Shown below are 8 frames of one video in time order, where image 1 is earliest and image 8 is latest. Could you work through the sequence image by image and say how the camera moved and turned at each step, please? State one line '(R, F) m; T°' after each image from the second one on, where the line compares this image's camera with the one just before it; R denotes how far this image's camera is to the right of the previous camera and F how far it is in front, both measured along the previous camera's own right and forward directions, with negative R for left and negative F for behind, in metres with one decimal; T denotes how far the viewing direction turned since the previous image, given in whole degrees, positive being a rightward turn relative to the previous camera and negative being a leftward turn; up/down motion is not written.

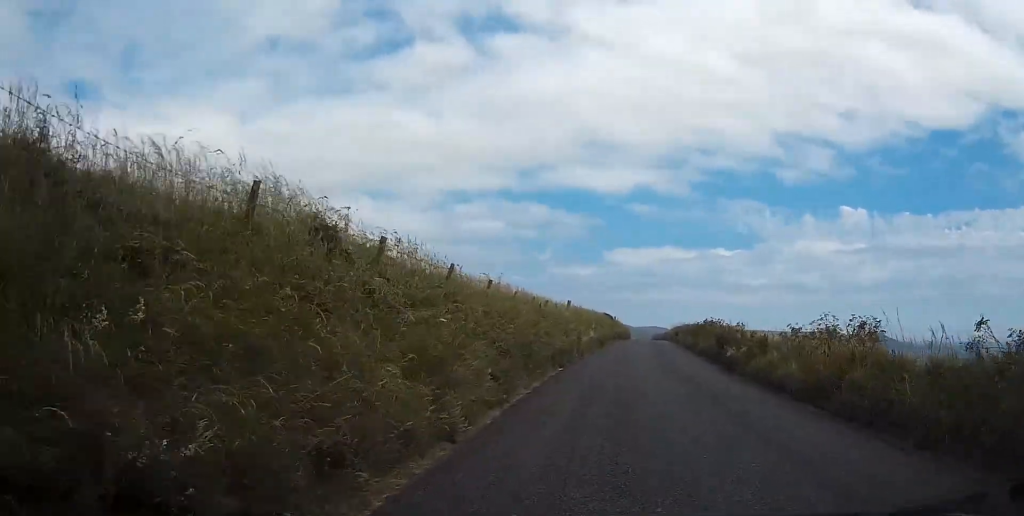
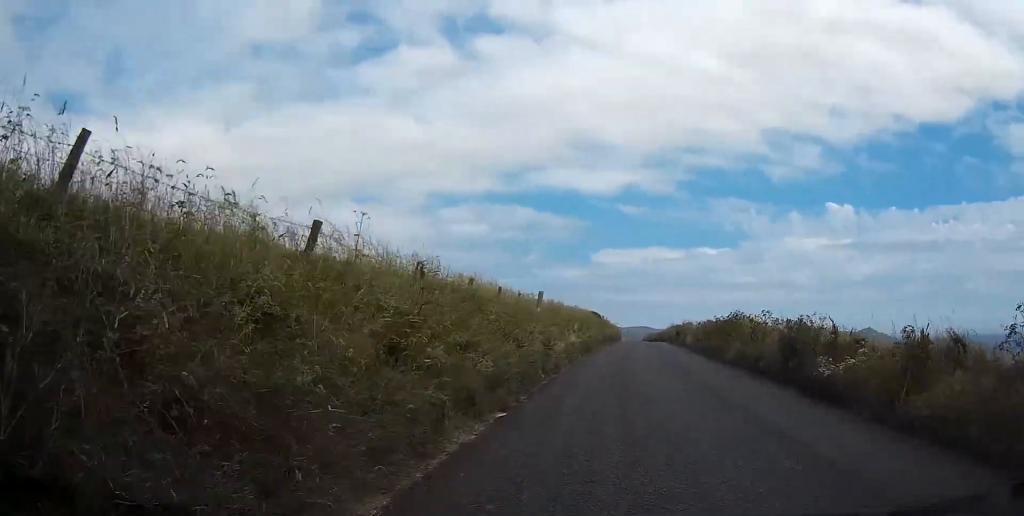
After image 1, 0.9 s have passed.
(-0.1, +10.1) m; 0°
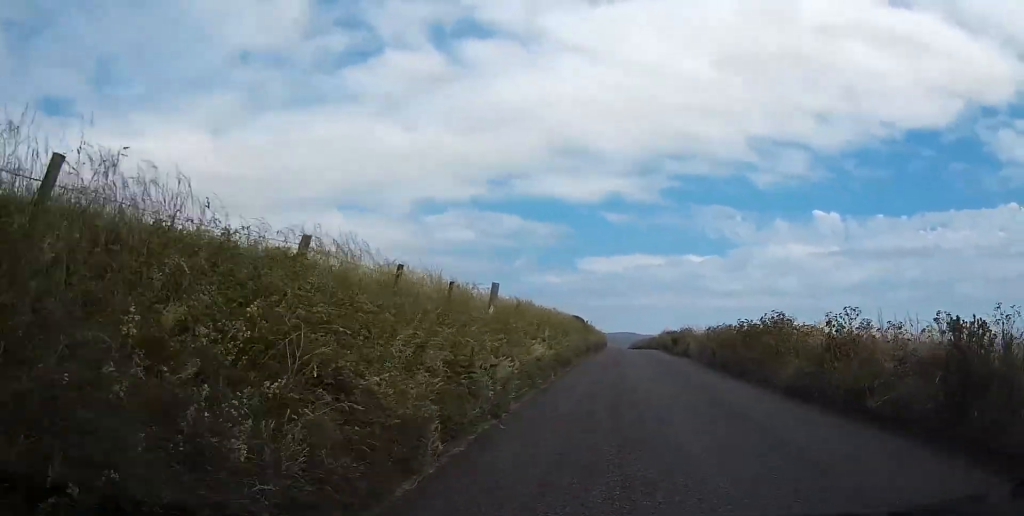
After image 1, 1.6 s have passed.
(+0.1, +7.9) m; +1°
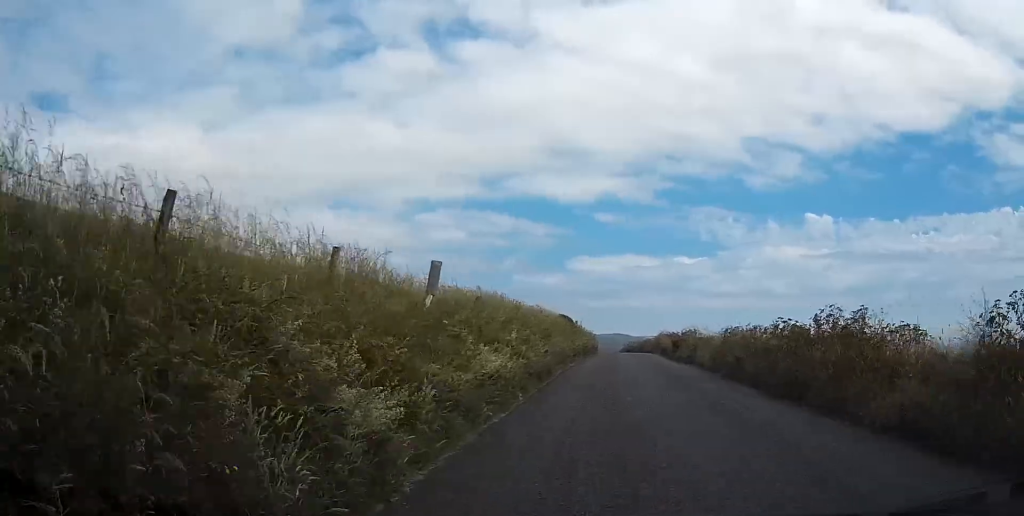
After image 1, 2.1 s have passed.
(0.0, +5.7) m; +1°
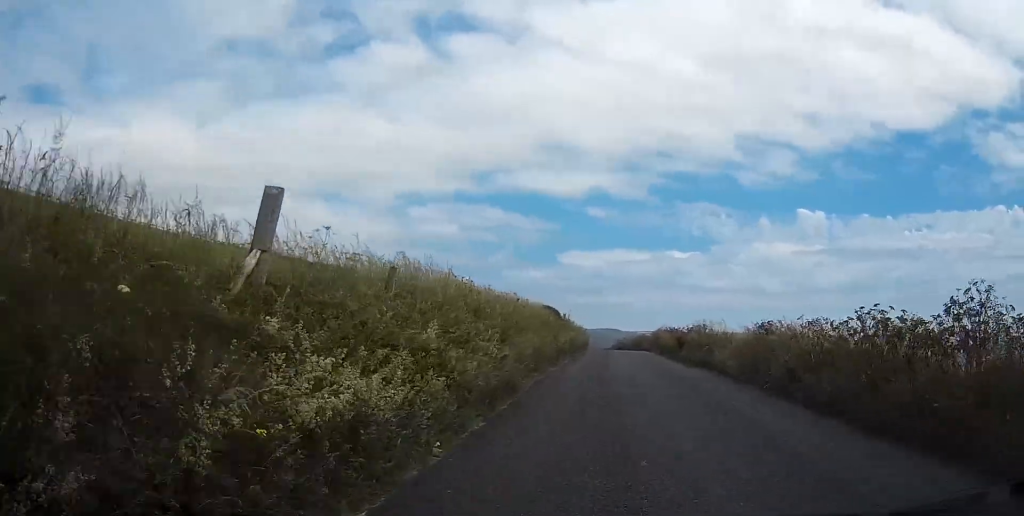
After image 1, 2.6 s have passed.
(0.0, +6.2) m; 0°
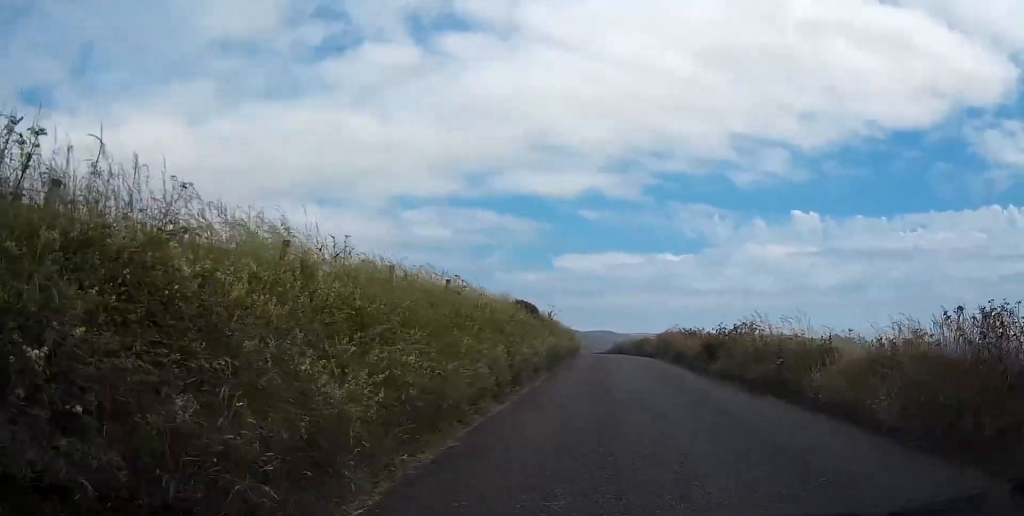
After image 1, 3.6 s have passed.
(+0.1, +10.8) m; +1°
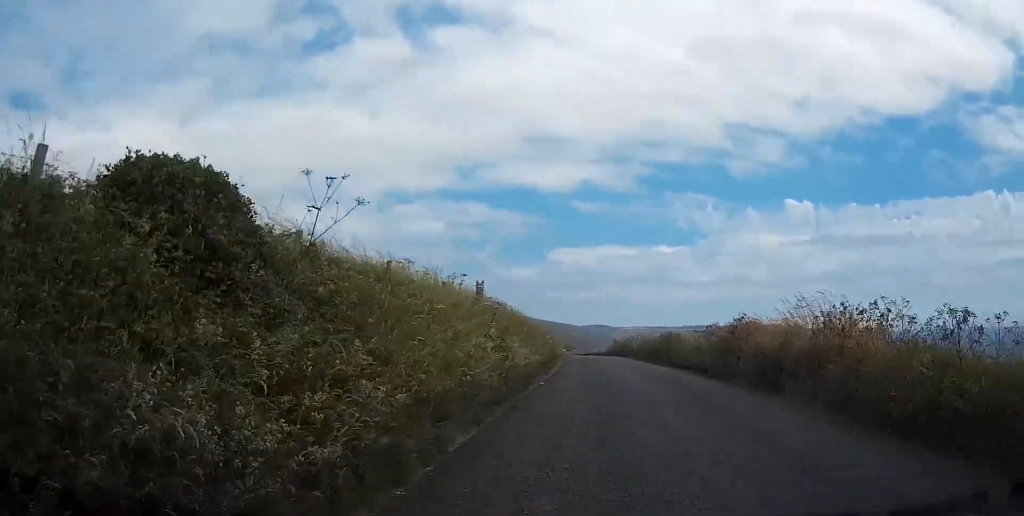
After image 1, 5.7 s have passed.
(+0.2, +24.1) m; +1°
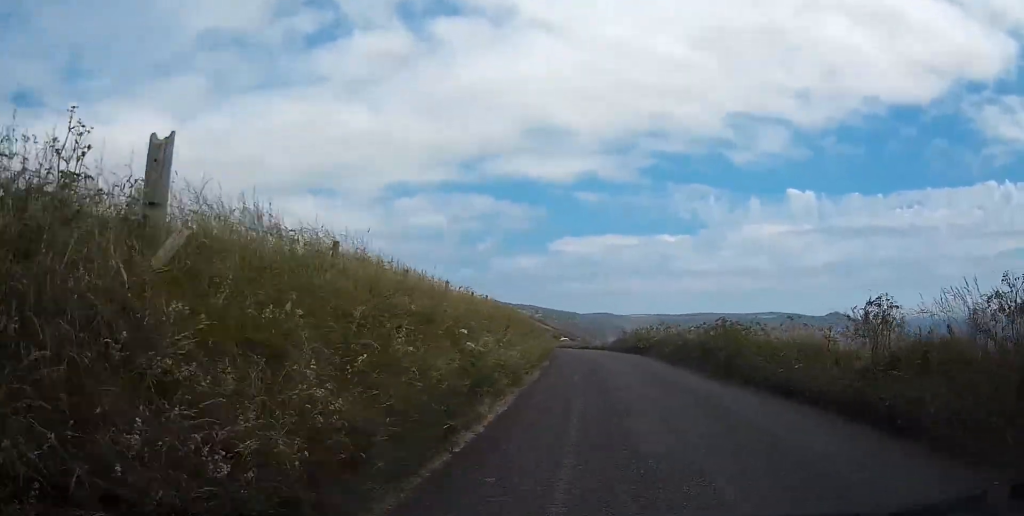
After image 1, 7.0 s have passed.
(0.0, +14.8) m; -1°
